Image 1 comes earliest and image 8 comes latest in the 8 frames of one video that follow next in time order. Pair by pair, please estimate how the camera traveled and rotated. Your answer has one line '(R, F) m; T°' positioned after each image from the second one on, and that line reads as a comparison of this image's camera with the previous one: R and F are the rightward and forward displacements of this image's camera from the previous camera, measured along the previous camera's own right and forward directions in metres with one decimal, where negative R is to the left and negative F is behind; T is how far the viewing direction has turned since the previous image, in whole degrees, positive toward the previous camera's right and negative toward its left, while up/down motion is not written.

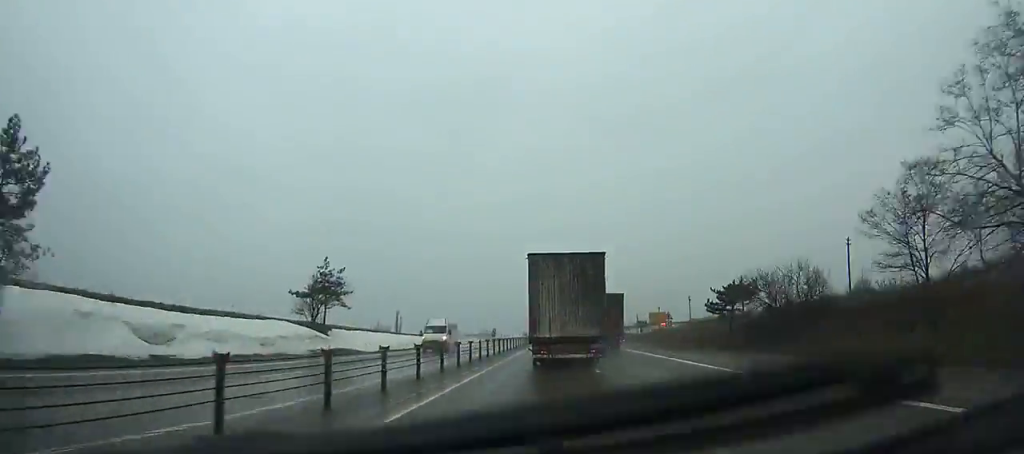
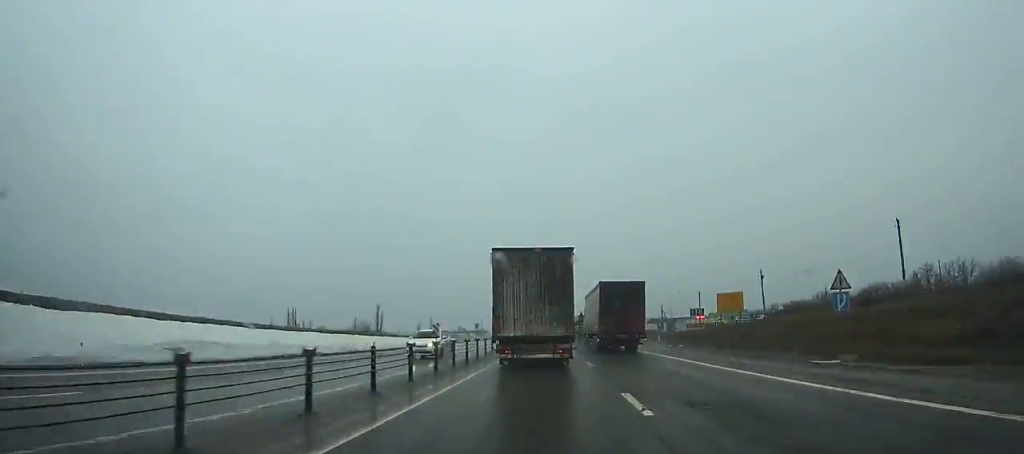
(0.0, +47.0) m; 0°
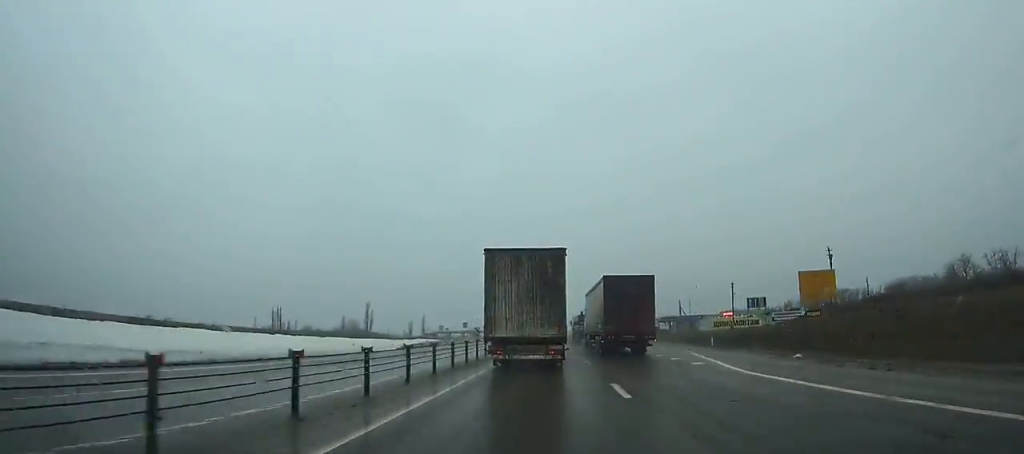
(0.0, +21.6) m; 0°
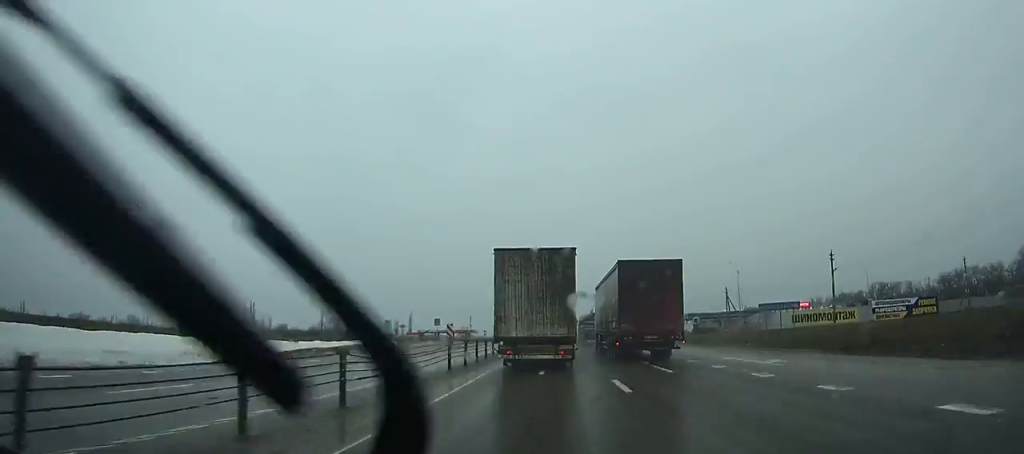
(+0.1, +36.1) m; 0°
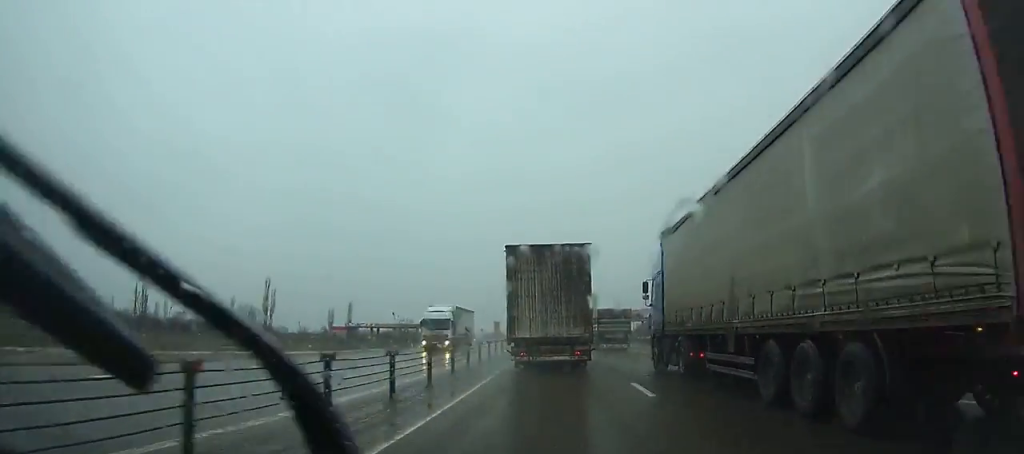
(-0.1, +89.7) m; 0°
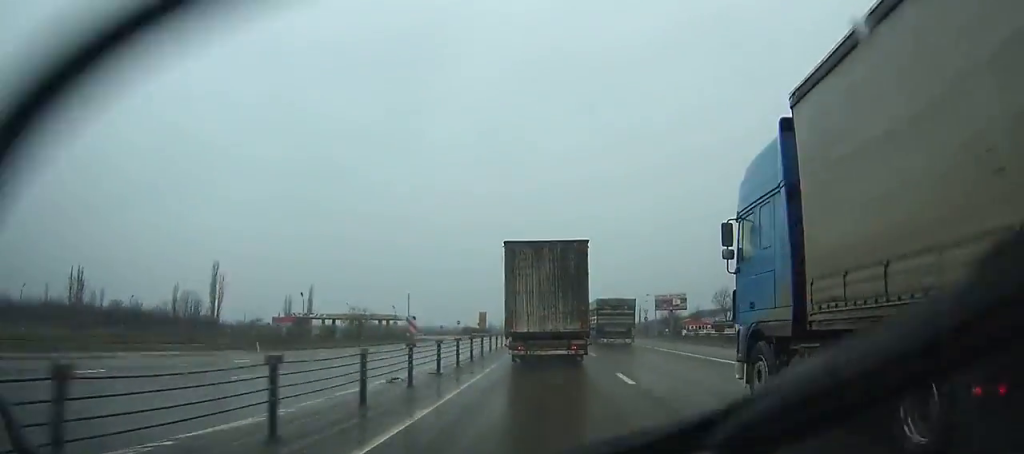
(+0.1, +38.9) m; 0°
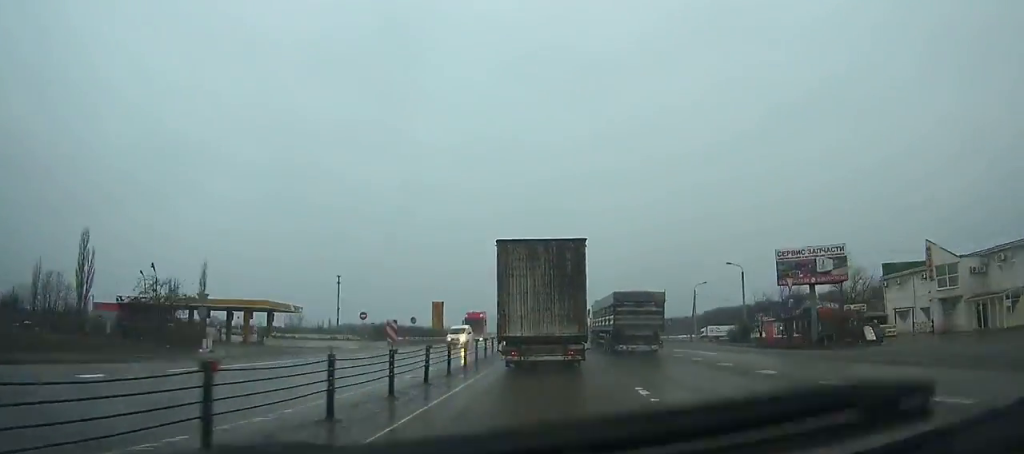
(-0.1, +62.3) m; 0°
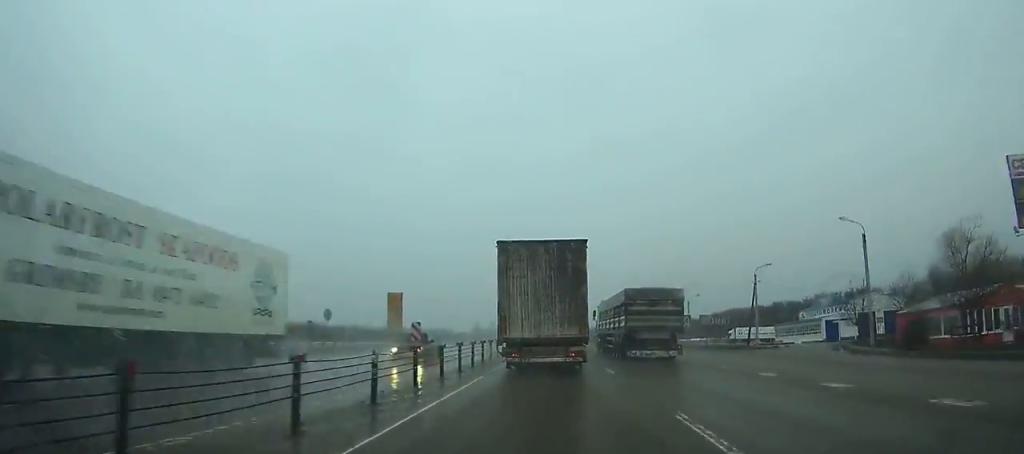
(0.0, +28.4) m; 0°
